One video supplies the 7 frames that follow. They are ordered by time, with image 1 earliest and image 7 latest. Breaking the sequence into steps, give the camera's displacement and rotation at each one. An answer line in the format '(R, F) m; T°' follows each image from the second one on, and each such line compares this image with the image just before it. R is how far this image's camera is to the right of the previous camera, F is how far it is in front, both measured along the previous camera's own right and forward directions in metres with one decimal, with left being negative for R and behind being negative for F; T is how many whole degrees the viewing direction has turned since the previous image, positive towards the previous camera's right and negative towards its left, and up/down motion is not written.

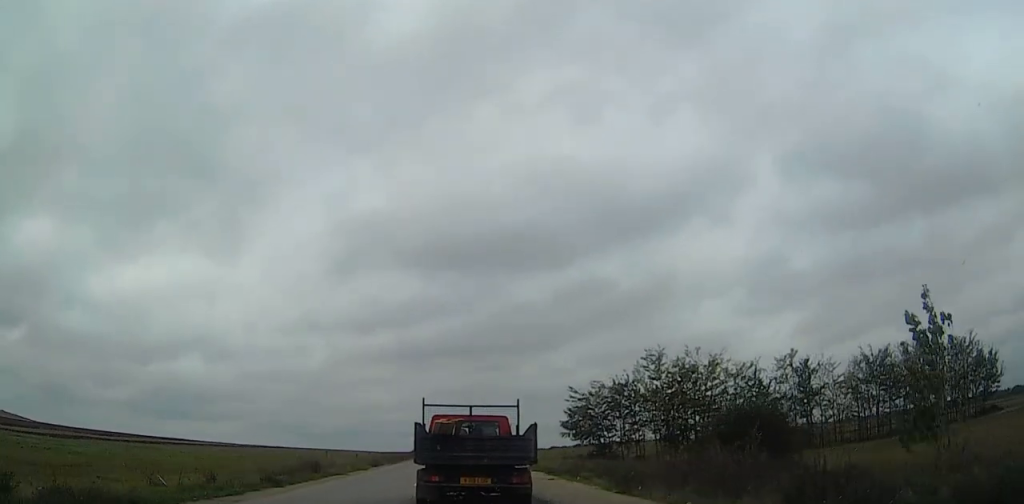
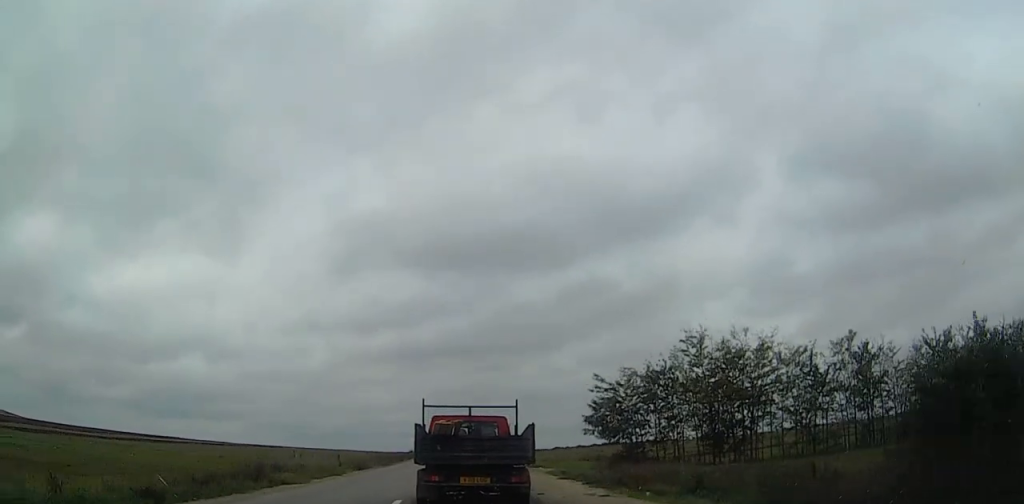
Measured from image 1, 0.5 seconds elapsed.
(-0.1, +9.9) m; 0°
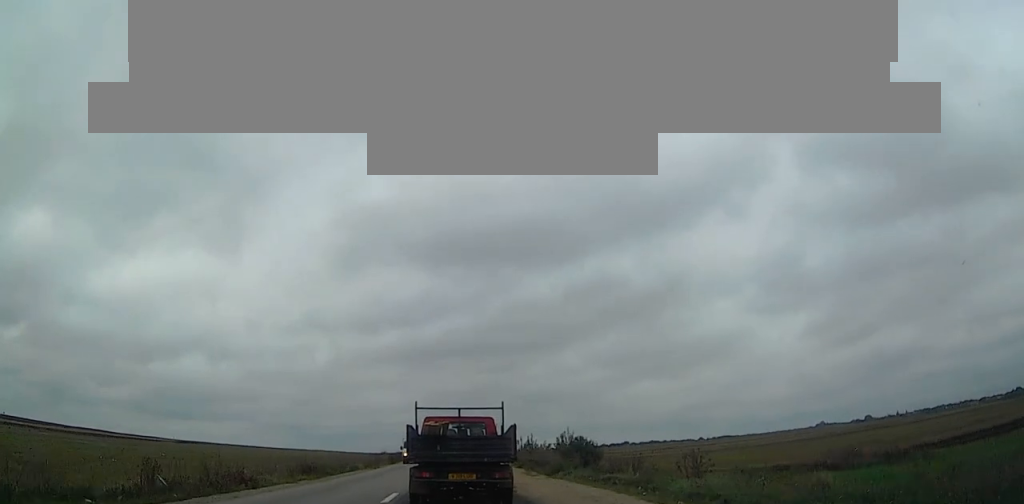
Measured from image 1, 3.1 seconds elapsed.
(-0.1, +56.4) m; 0°
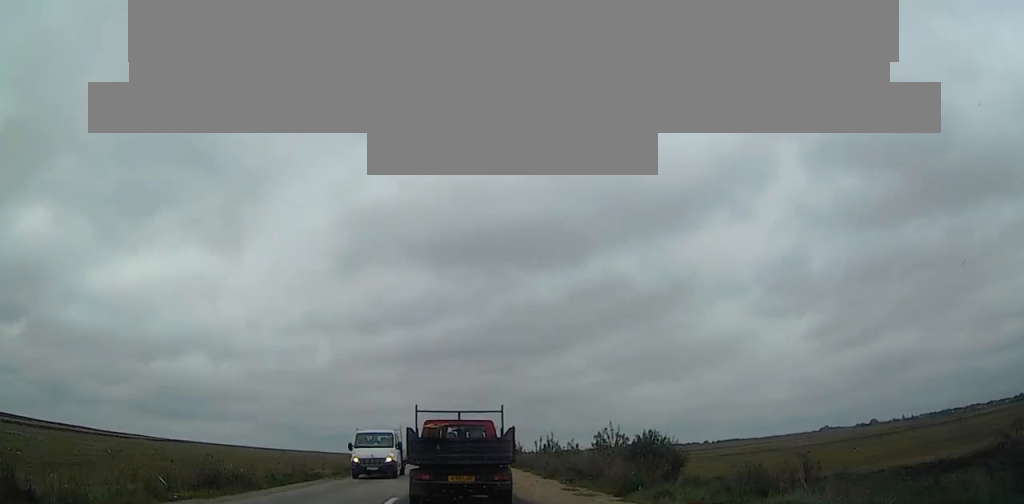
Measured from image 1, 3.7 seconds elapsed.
(+0.1, +13.1) m; 0°
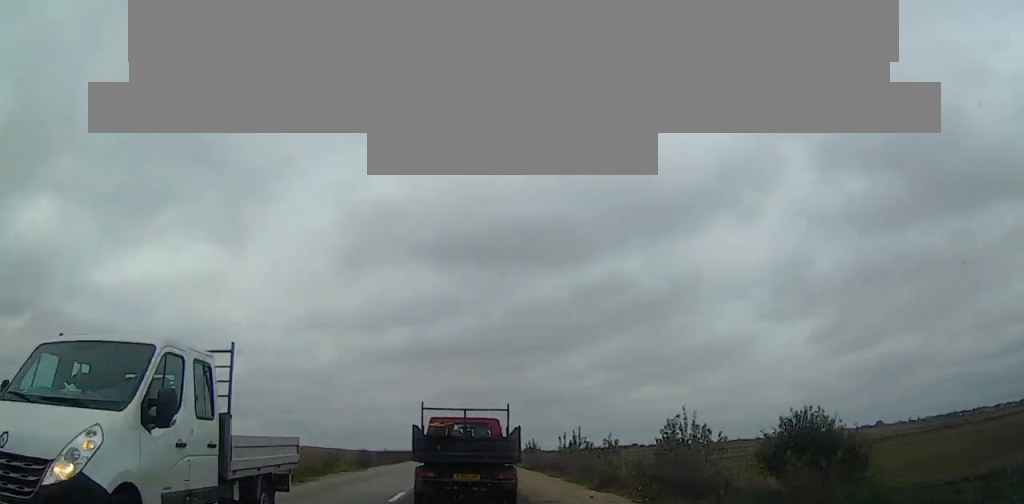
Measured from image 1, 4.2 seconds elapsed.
(-0.1, +11.1) m; 0°
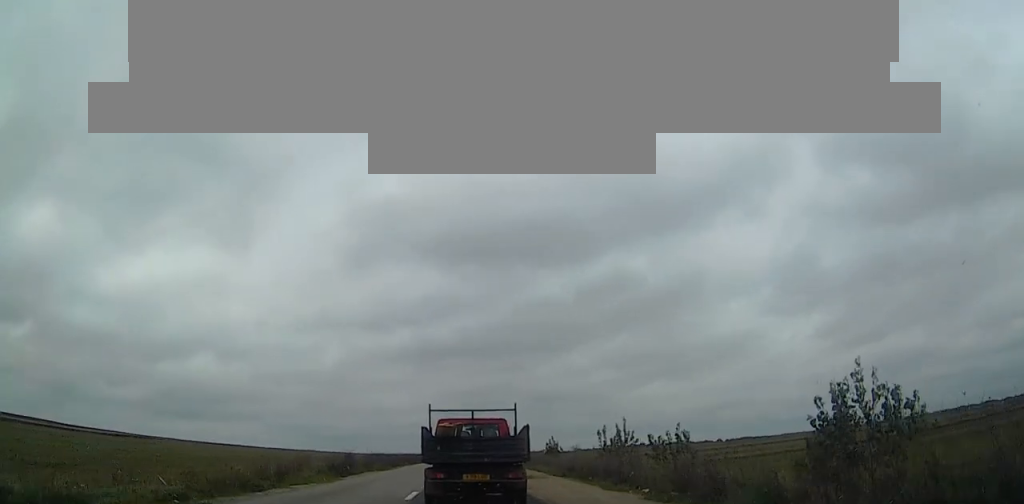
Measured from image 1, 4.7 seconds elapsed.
(0.0, +11.1) m; 0°
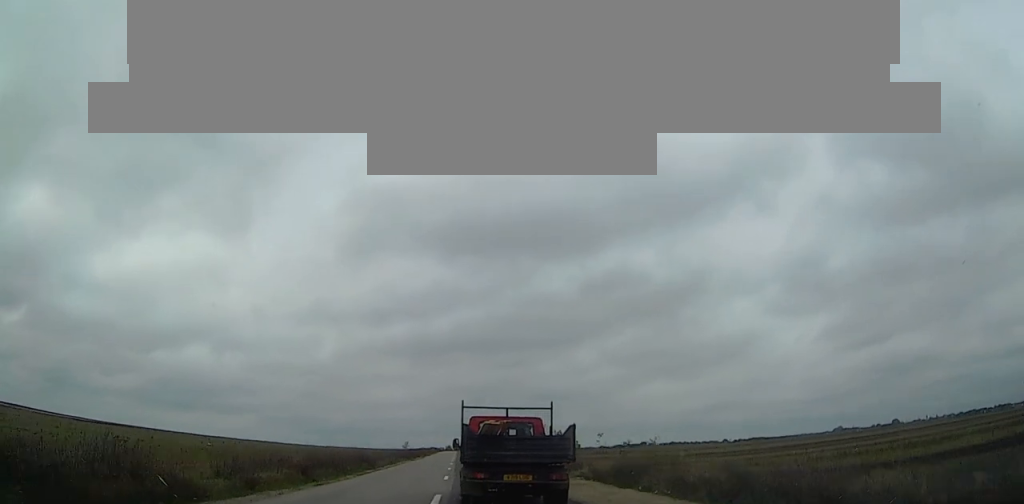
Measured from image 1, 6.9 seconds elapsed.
(-0.4, +50.0) m; 0°
